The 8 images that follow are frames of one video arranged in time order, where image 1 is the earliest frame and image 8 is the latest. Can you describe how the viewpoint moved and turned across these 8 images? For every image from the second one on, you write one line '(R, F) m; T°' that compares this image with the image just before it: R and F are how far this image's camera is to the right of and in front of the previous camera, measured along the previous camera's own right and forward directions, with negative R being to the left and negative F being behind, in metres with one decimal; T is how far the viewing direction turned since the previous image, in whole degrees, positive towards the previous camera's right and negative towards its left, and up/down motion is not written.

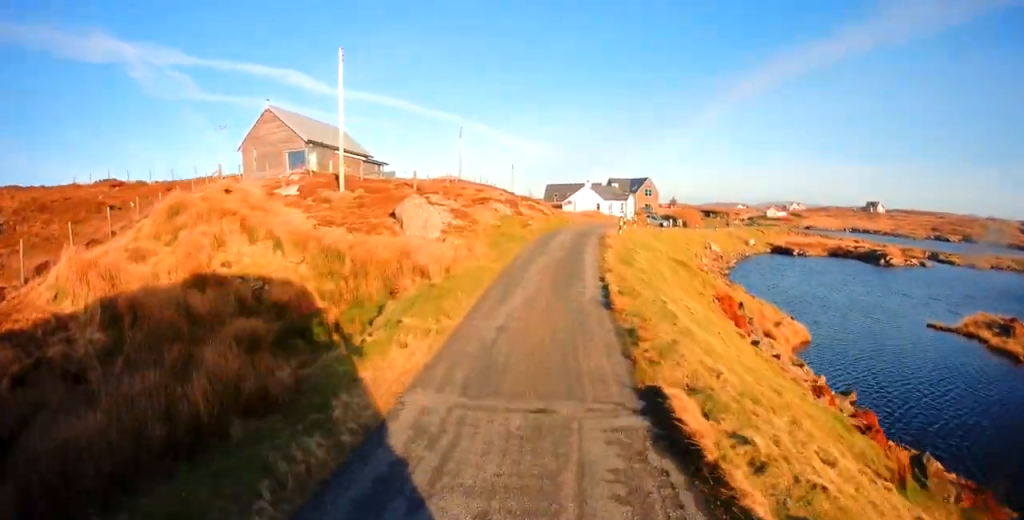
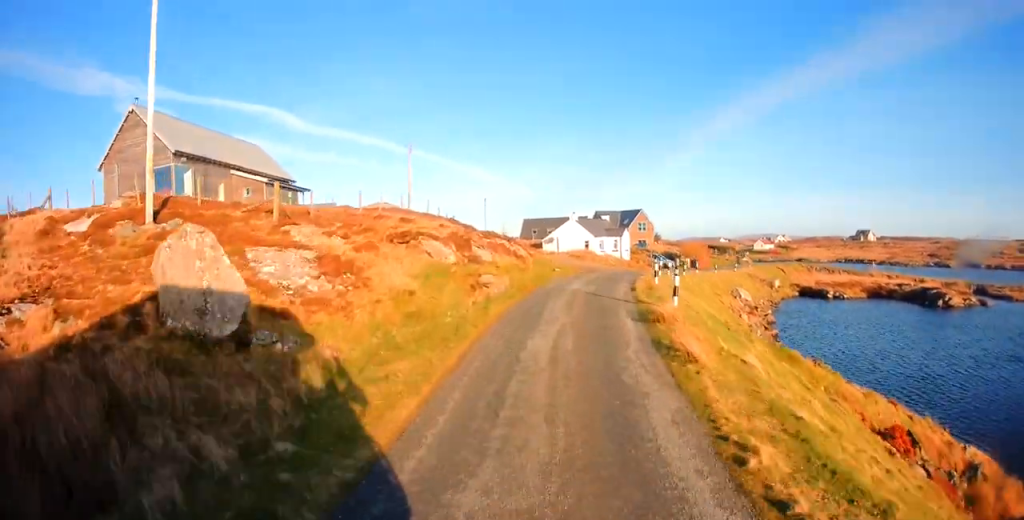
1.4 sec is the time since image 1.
(0.0, +14.2) m; +1°
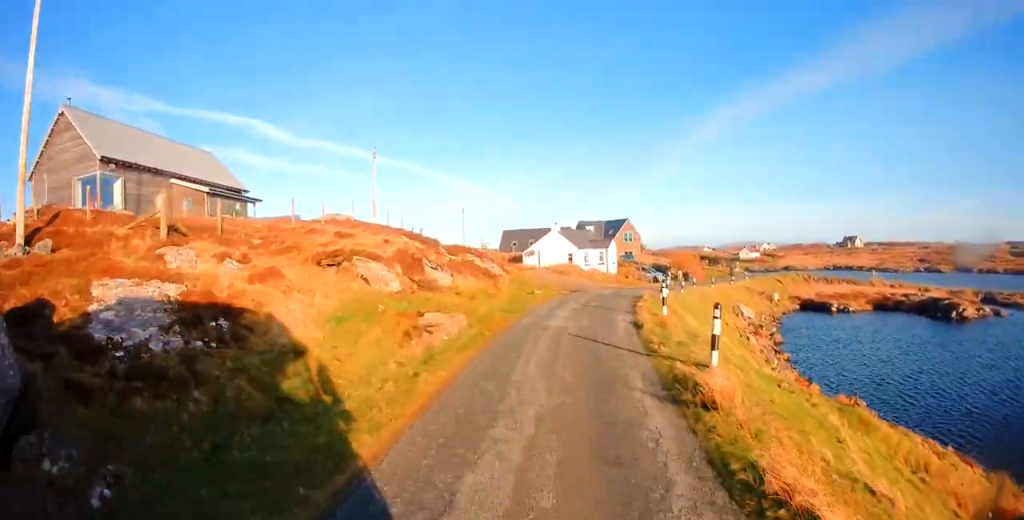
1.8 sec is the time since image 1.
(0.0, +4.6) m; +1°
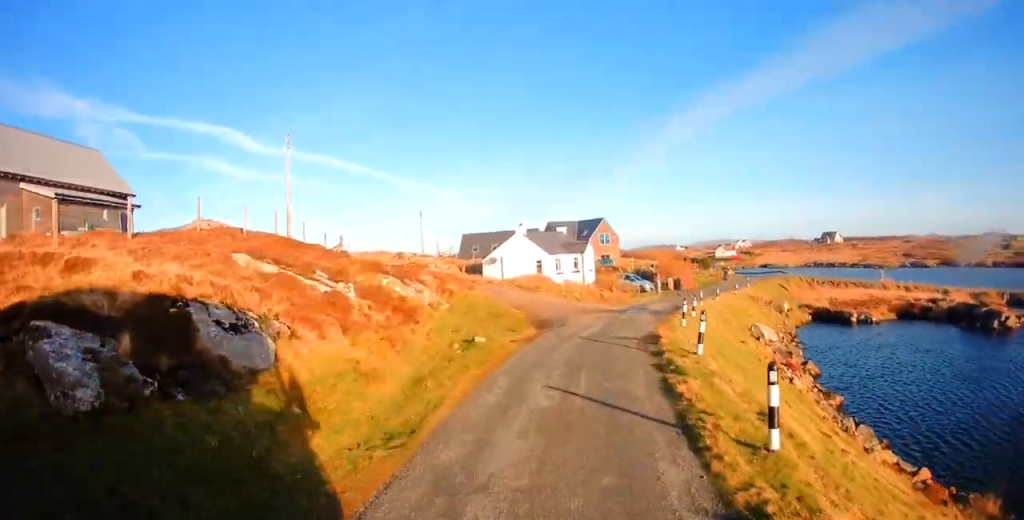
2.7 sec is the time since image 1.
(+0.4, +9.7) m; +5°
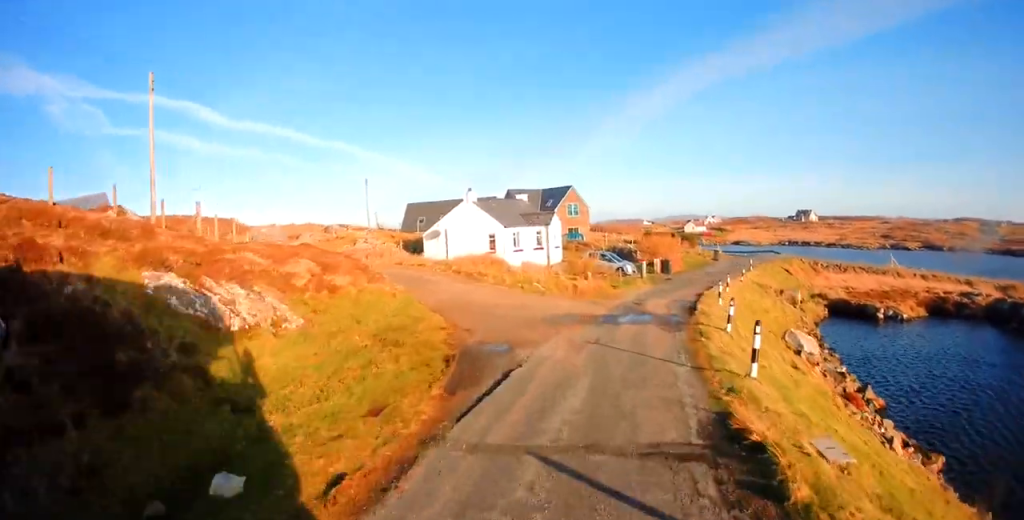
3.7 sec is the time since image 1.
(+0.5, +9.9) m; +4°
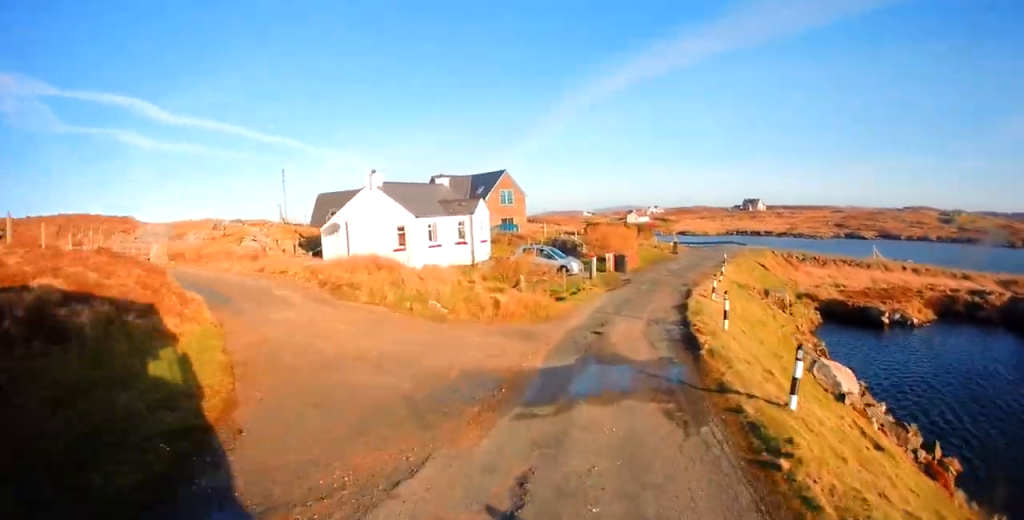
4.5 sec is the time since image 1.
(-0.1, +8.0) m; +6°
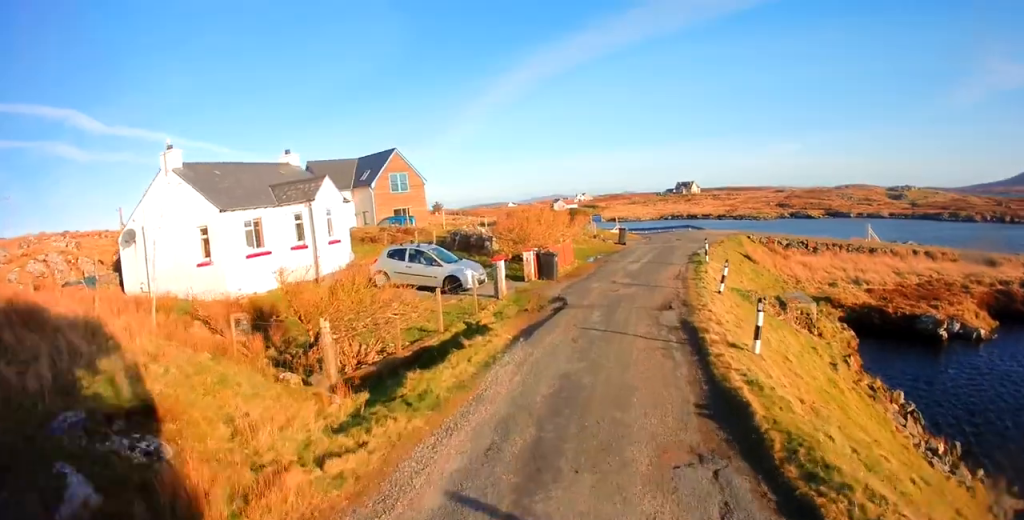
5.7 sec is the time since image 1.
(+1.3, +11.9) m; +8°
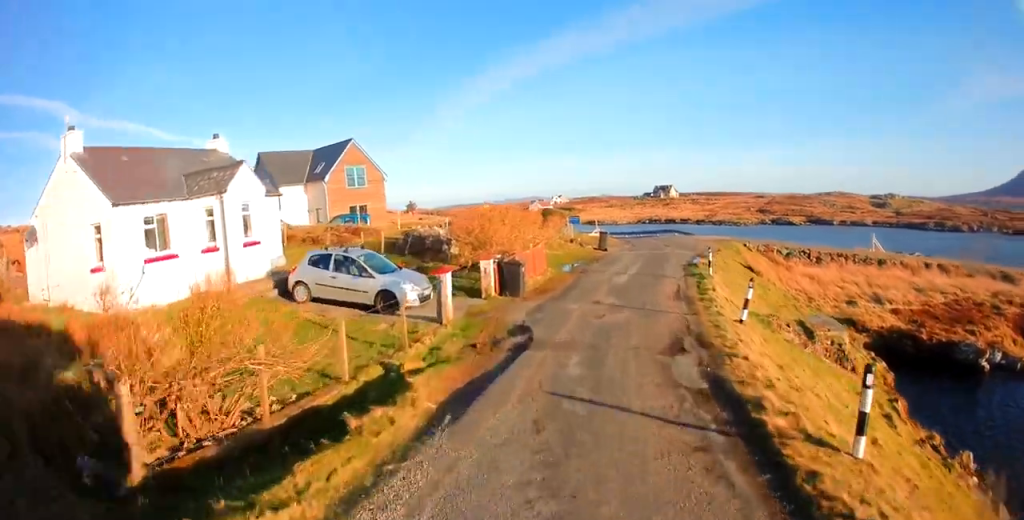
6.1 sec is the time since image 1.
(0.0, +4.4) m; +3°
